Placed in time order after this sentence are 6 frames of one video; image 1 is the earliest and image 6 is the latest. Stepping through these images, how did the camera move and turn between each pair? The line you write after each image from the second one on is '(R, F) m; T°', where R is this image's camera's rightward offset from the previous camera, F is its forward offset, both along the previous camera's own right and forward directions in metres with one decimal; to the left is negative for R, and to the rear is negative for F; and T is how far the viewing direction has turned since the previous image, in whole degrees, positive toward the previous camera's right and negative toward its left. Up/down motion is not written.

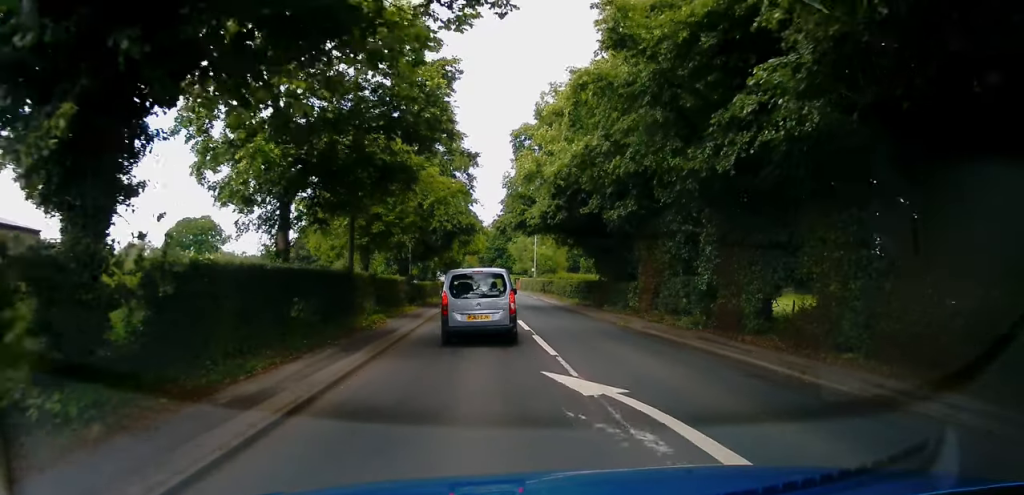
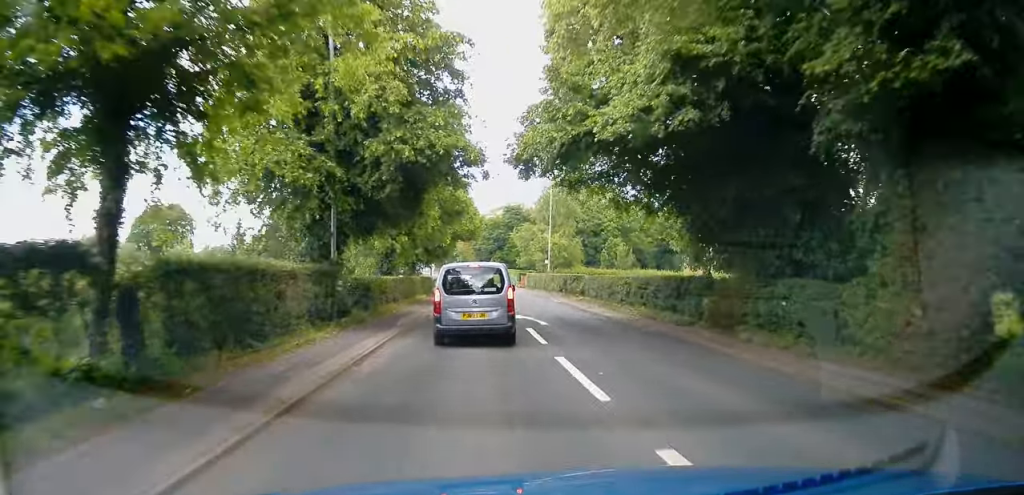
(+0.3, +18.1) m; 0°
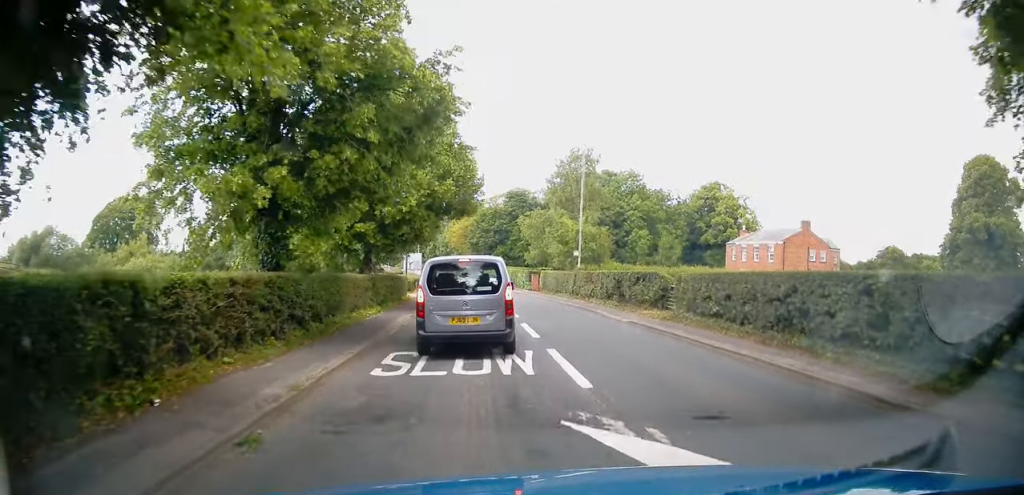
(-0.1, +18.3) m; +1°
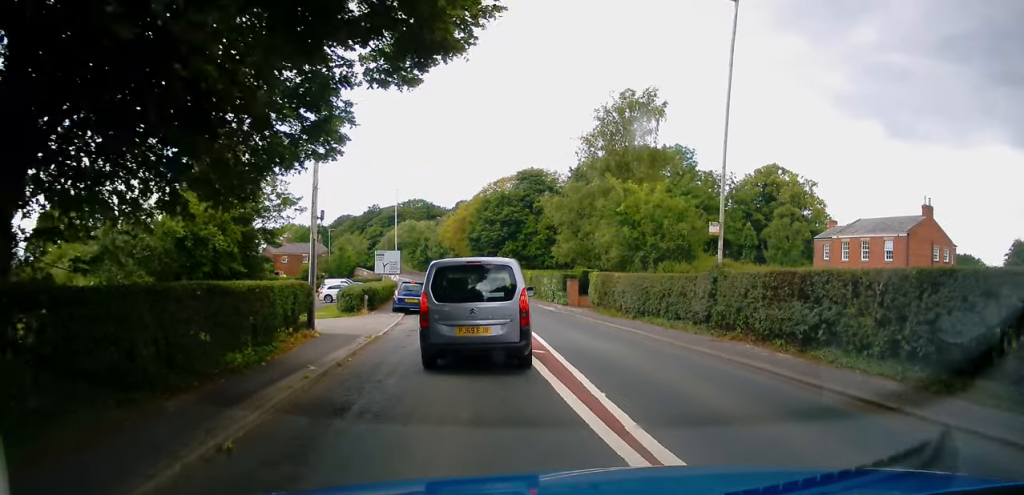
(-0.2, +23.1) m; 0°
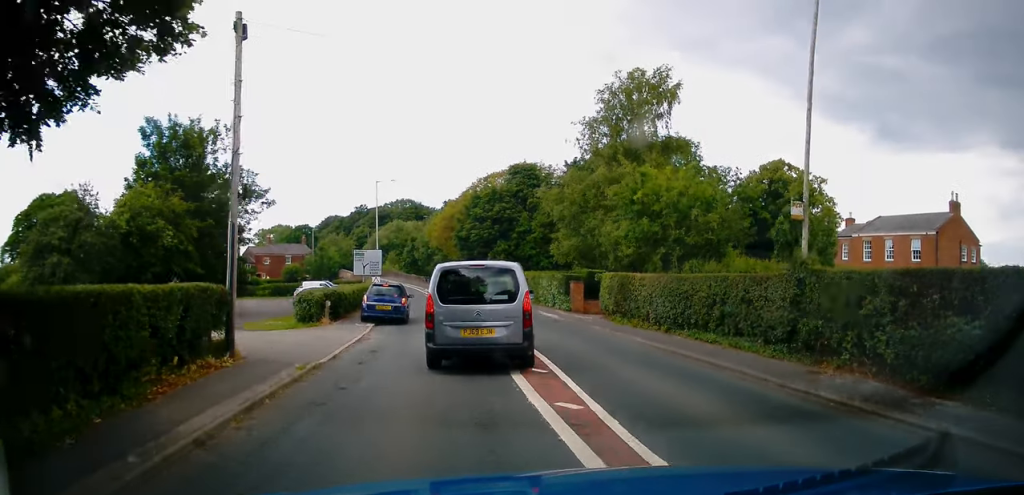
(+0.1, +4.9) m; +1°
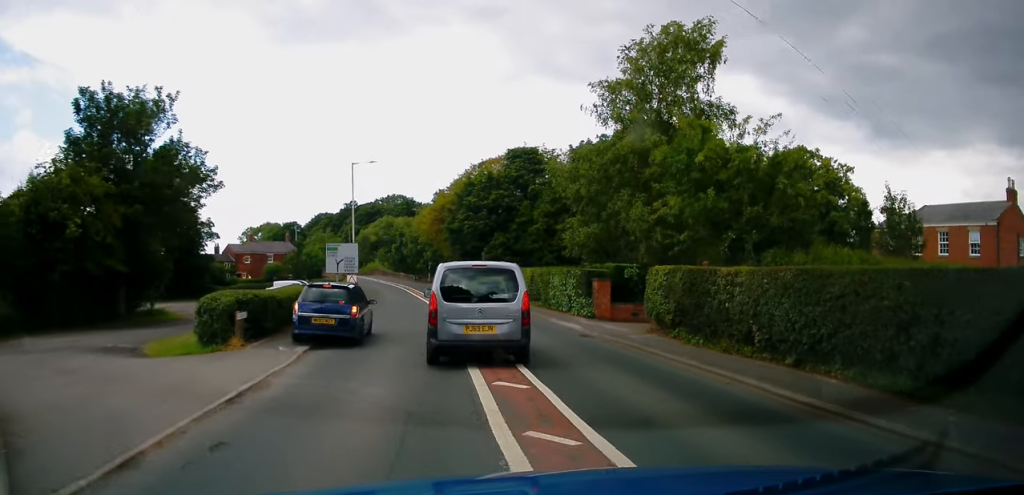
(0.0, +7.6) m; 0°
